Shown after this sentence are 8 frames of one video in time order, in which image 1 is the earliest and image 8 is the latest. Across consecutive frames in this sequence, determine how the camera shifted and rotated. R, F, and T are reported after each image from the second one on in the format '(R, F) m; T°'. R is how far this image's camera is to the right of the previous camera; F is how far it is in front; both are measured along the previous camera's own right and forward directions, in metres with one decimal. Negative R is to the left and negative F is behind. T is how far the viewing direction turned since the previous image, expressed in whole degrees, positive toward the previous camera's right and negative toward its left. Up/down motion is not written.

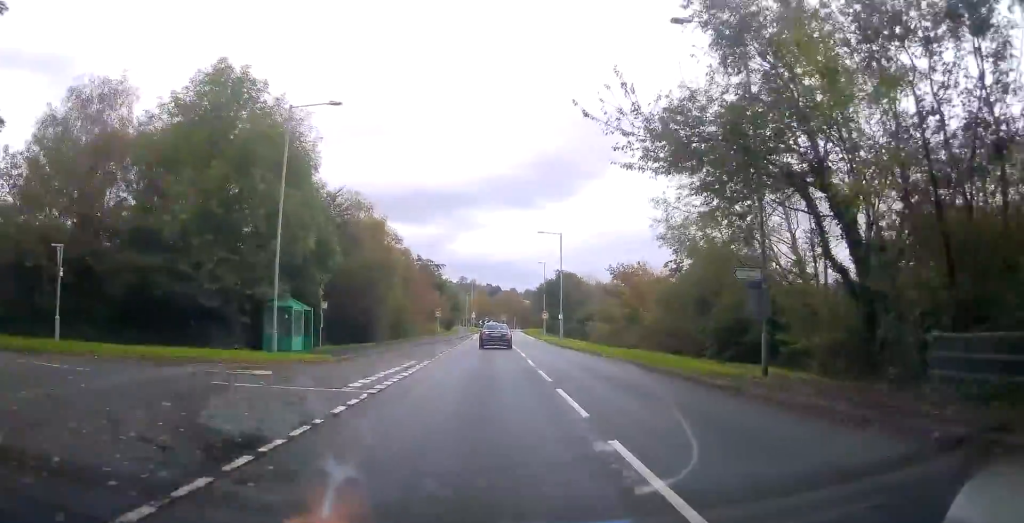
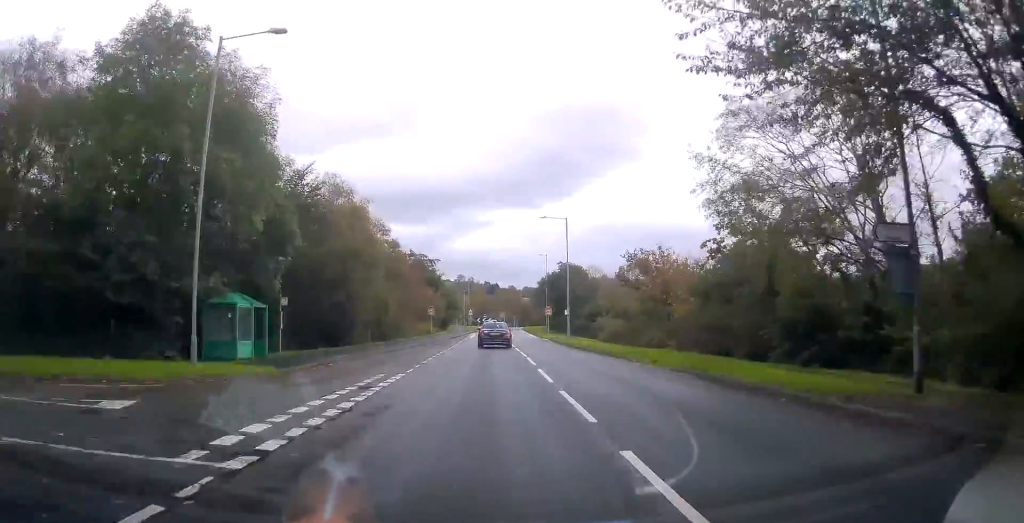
(+0.2, +6.6) m; +1°
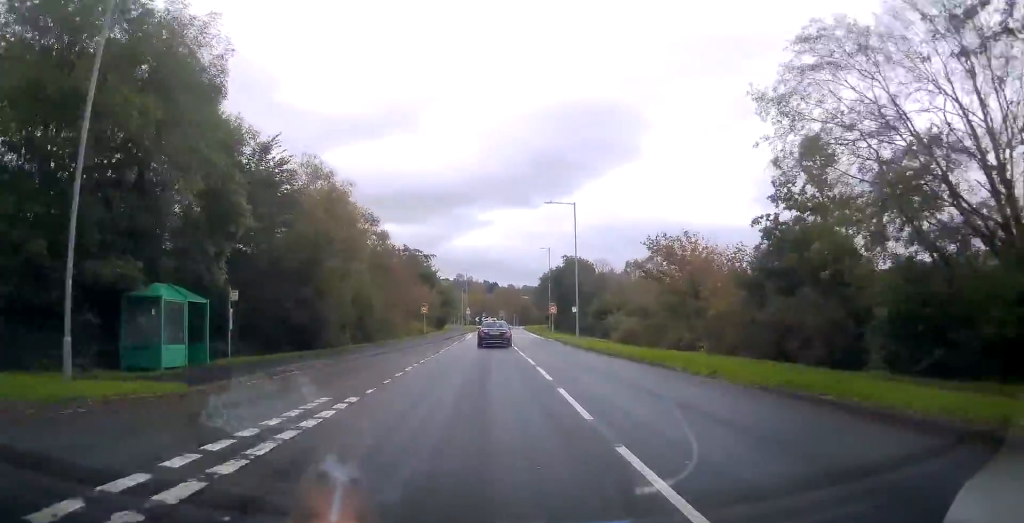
(0.0, +5.7) m; 0°
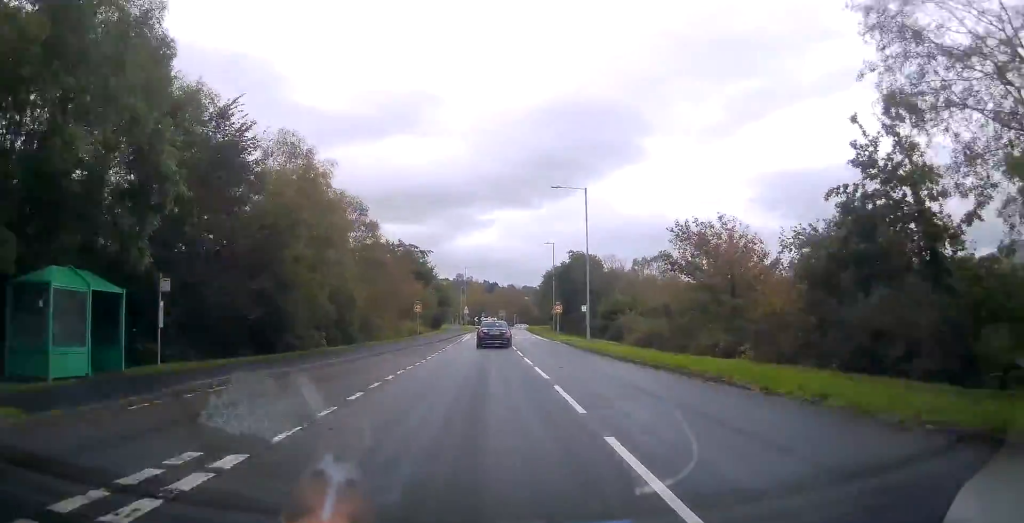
(0.0, +5.3) m; 0°
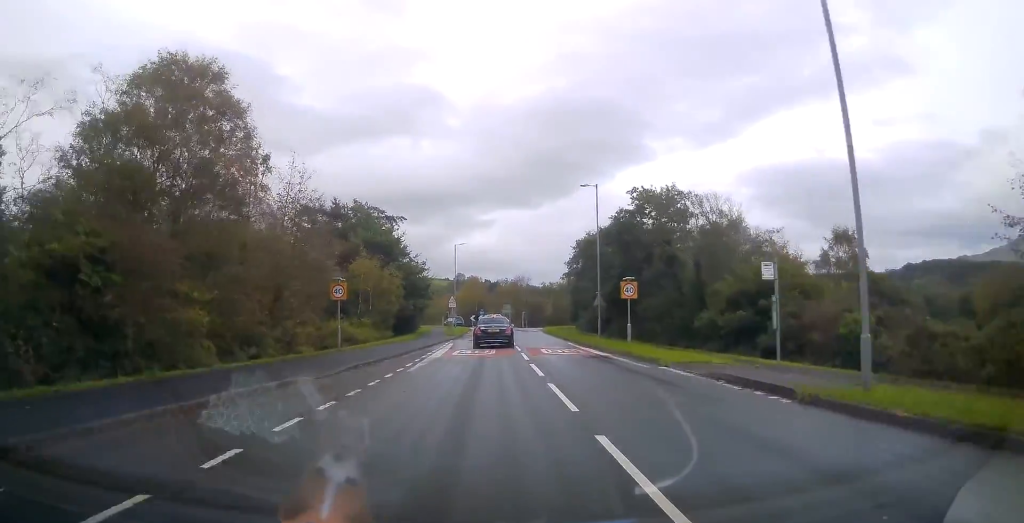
(-0.7, +29.5) m; -1°
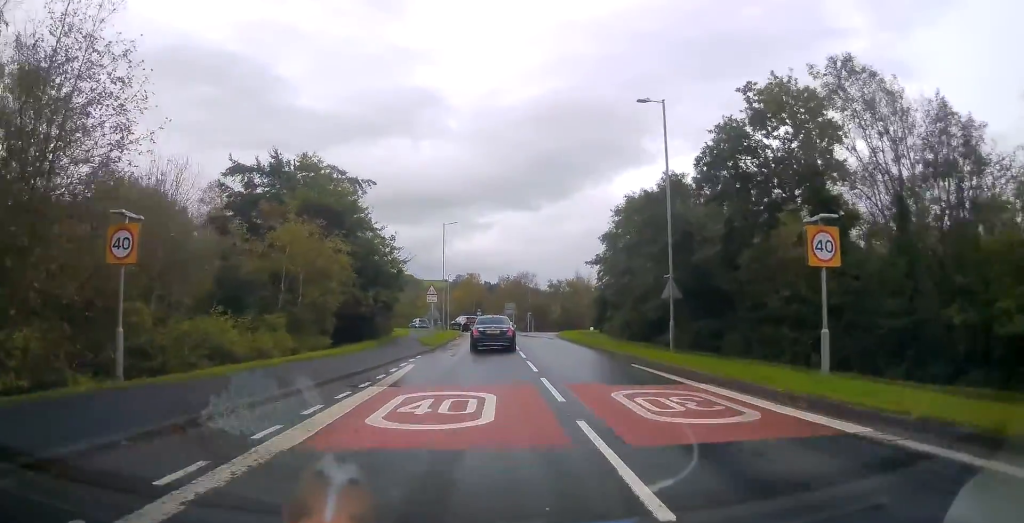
(+0.1, +17.0) m; -1°
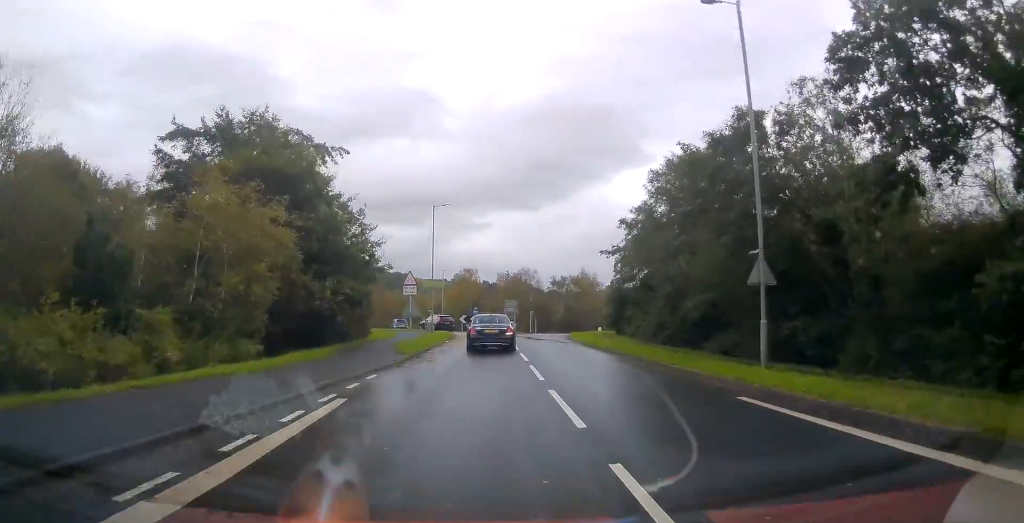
(-0.1, +8.6) m; 0°
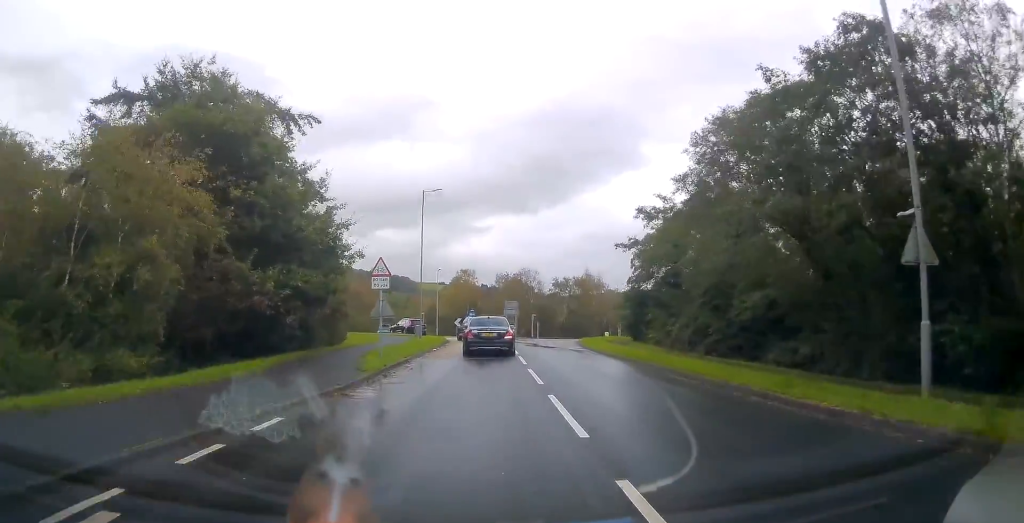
(0.0, +6.6) m; +1°
